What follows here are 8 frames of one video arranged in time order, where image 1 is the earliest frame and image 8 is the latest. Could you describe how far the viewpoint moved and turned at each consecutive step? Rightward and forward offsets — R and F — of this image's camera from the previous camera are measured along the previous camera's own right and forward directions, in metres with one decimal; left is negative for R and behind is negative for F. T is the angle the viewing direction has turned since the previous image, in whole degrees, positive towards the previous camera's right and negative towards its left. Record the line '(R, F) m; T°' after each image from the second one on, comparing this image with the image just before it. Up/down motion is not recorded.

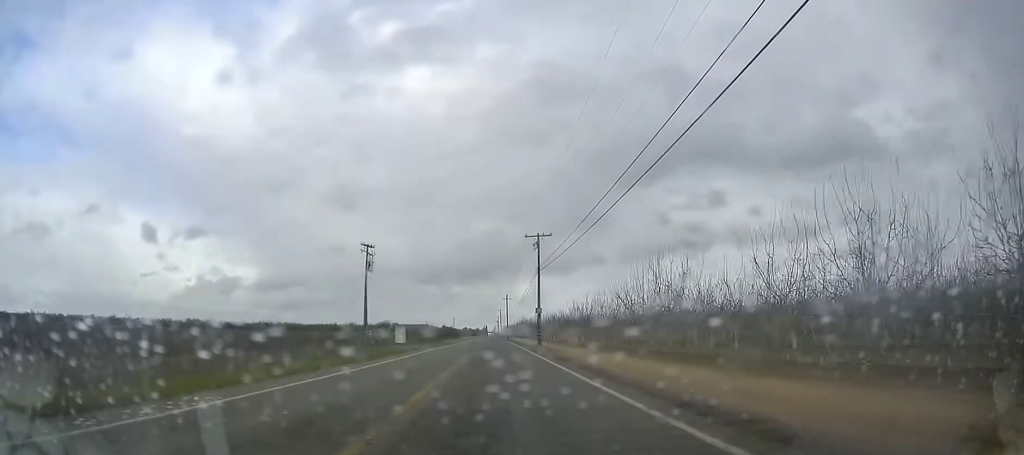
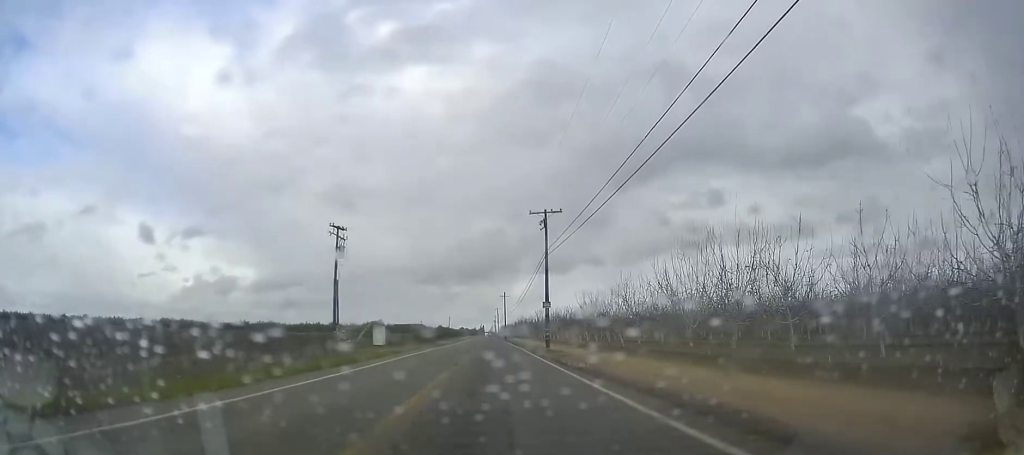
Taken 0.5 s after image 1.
(0.0, +10.9) m; 0°
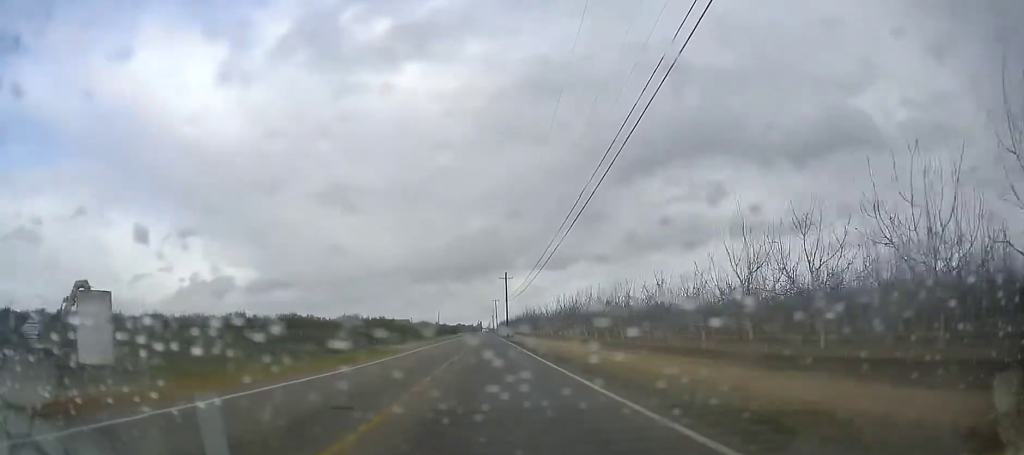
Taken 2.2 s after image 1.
(0.0, +41.5) m; 0°
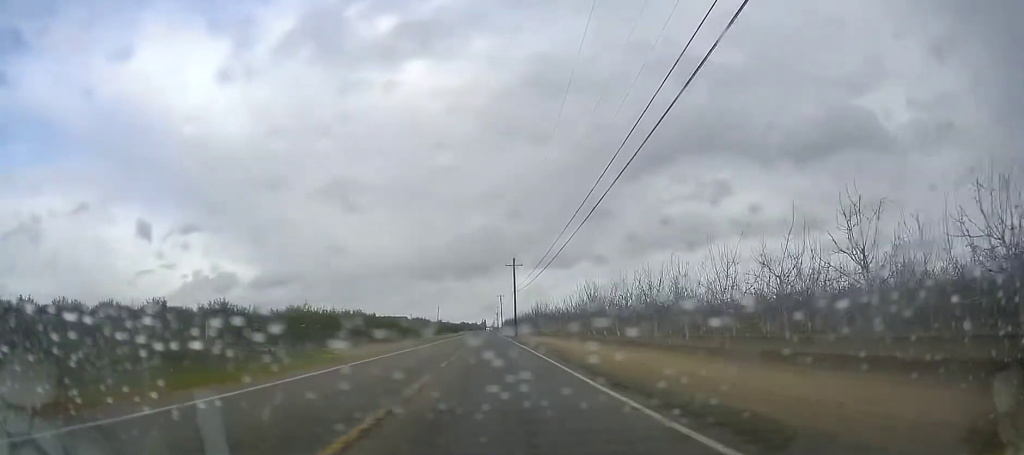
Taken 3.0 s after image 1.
(0.0, +18.2) m; 0°
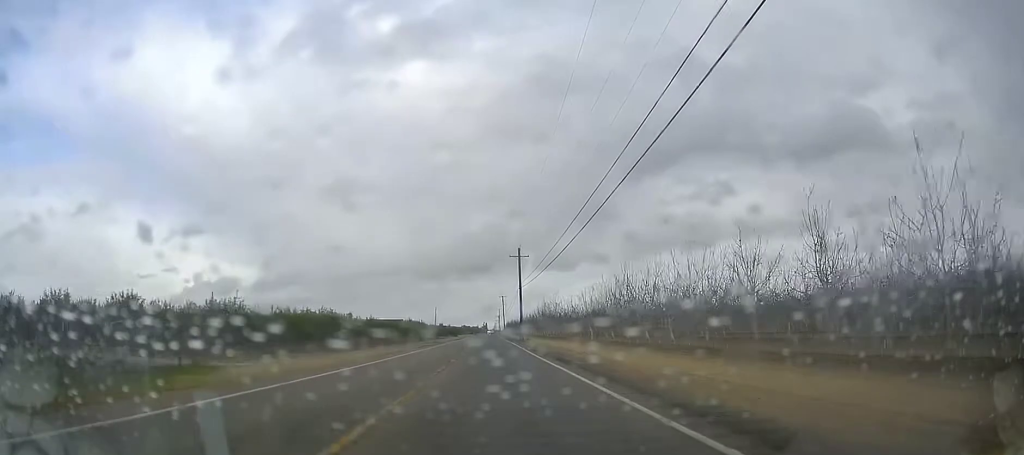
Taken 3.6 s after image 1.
(0.0, +14.5) m; 0°
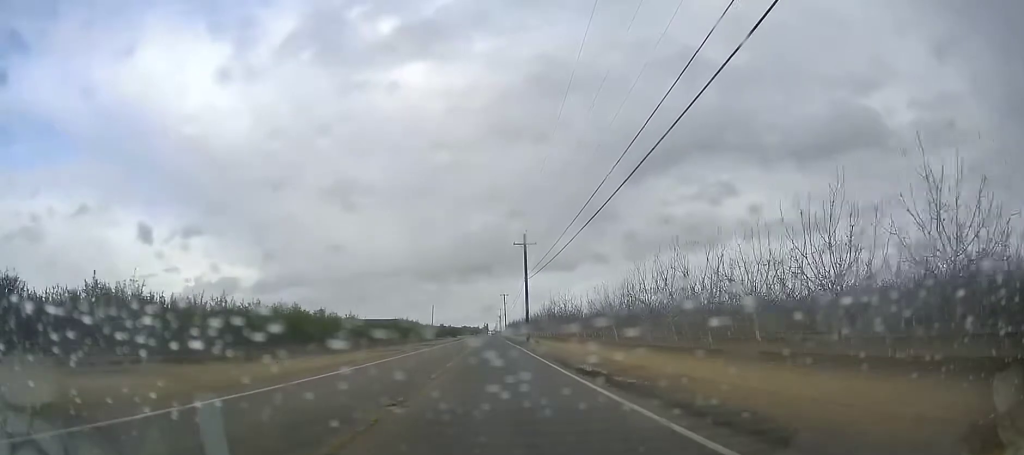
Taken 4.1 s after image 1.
(0.0, +11.3) m; 0°
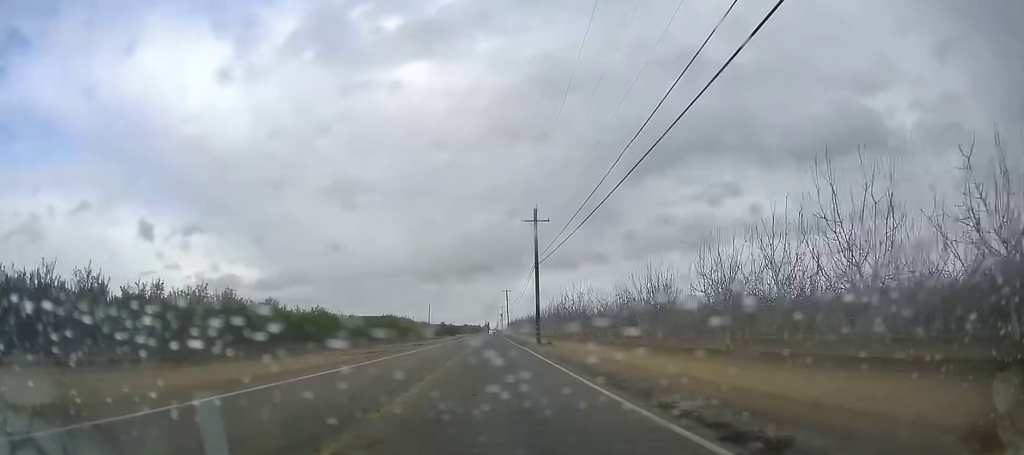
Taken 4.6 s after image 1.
(0.0, +13.0) m; 0°
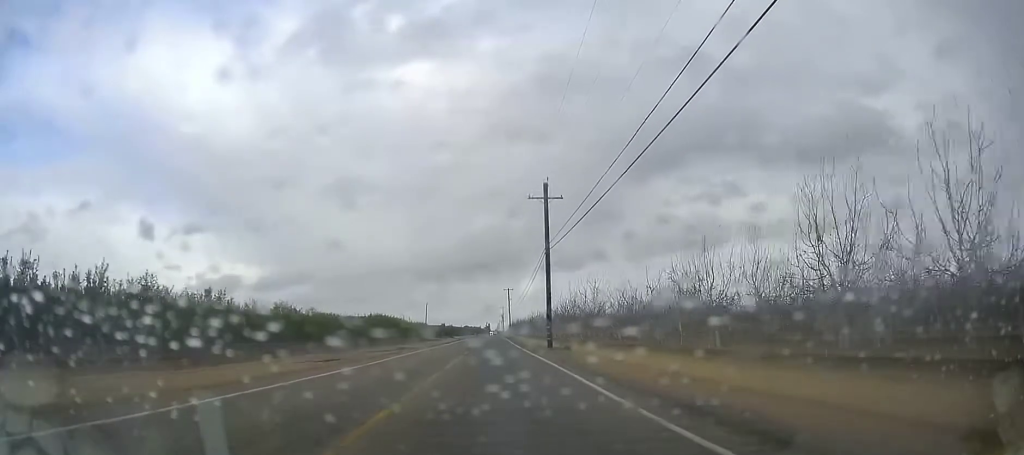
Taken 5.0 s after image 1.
(0.0, +9.8) m; 0°
